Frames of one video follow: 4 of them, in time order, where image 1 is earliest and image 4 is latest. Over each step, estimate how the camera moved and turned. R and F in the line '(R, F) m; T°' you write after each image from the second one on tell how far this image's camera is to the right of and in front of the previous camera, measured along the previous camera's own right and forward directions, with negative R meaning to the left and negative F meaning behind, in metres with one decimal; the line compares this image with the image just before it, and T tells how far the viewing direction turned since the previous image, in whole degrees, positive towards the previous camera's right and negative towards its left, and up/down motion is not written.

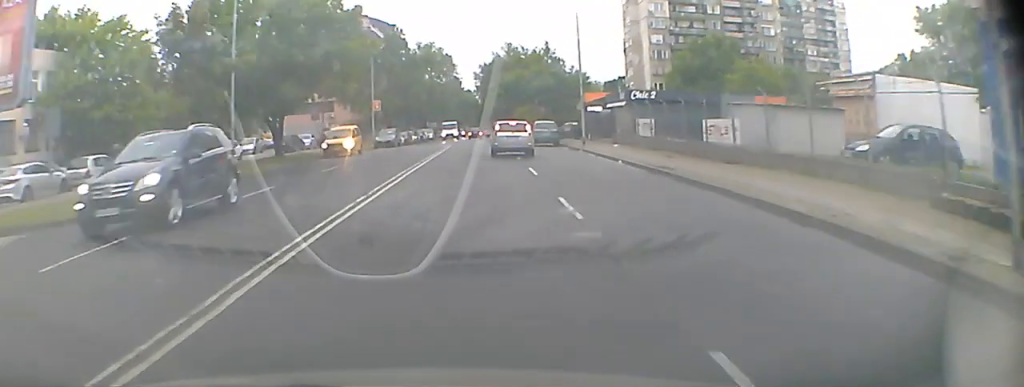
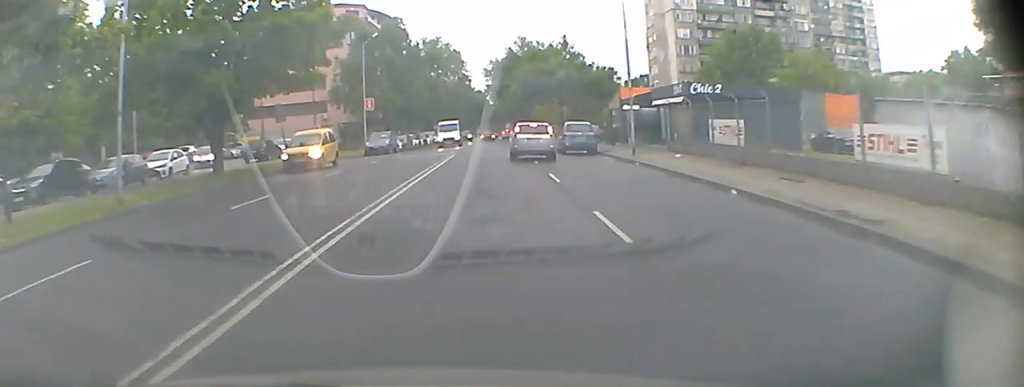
(0.0, +15.7) m; +1°
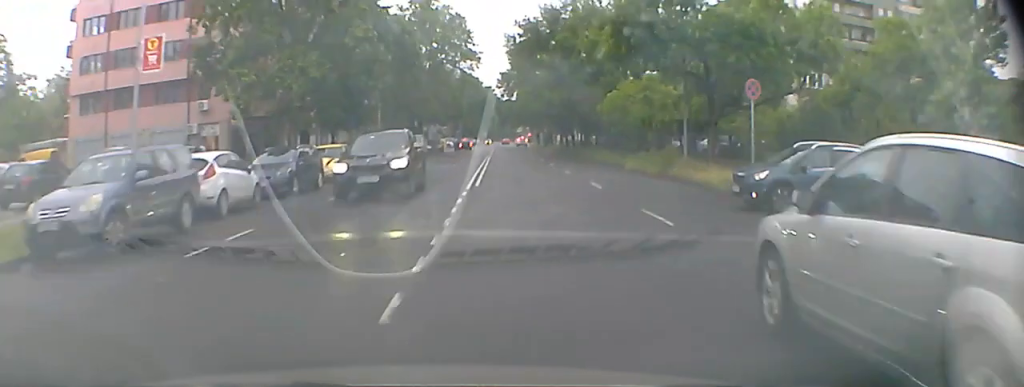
(+1.0, +53.7) m; +1°
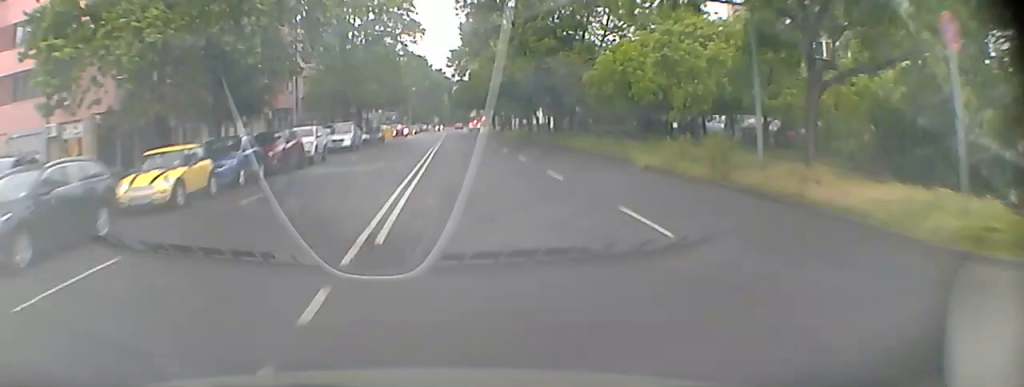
(0.0, +15.6) m; 0°
